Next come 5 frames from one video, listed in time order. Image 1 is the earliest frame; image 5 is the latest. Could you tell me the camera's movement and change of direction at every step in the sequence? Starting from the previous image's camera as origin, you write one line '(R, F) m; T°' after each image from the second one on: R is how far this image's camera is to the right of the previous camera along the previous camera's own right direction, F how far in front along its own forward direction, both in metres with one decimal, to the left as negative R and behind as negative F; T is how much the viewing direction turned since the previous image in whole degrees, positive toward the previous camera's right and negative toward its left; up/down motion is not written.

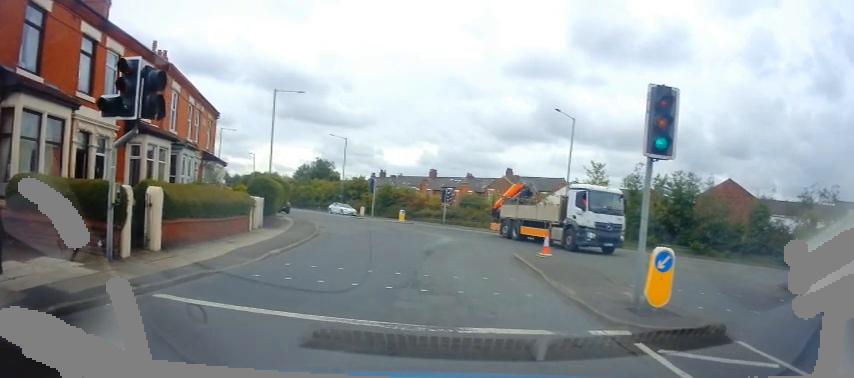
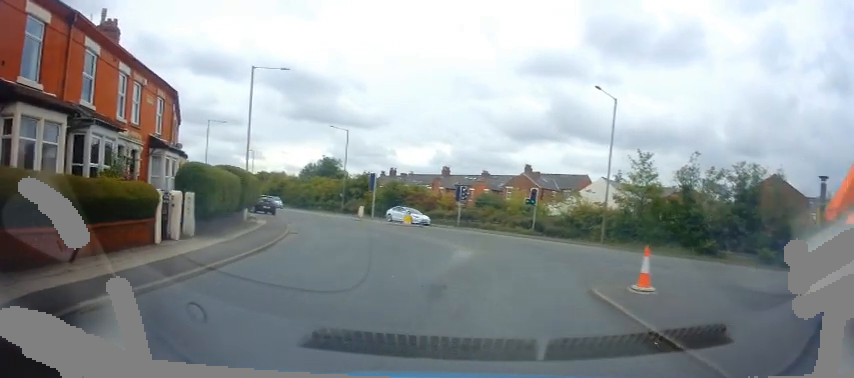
(+0.1, +7.8) m; +4°
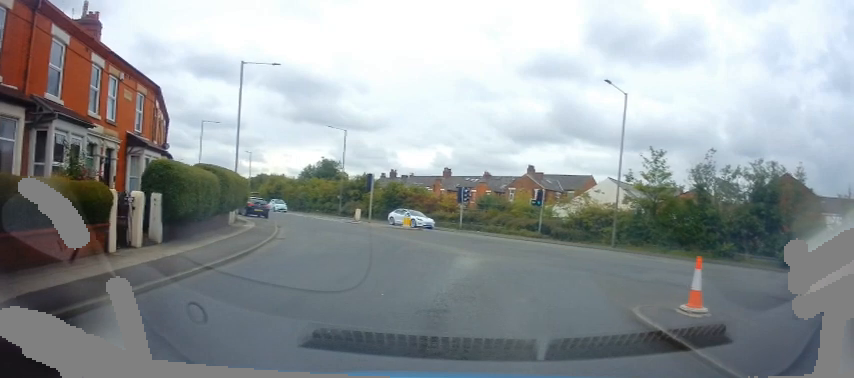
(-0.1, +1.9) m; +3°
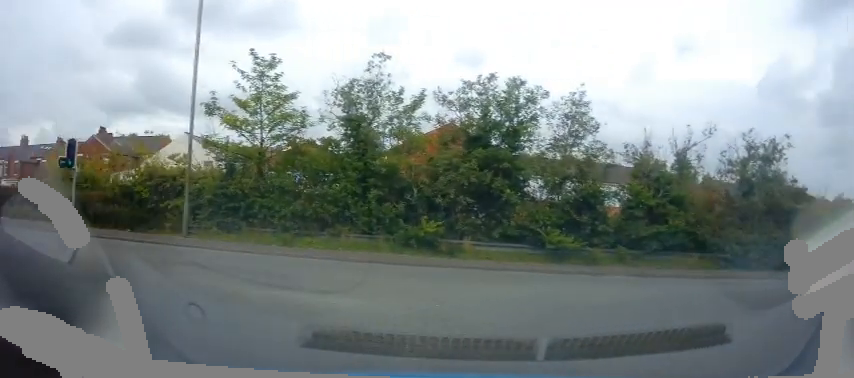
(+6.4, +12.7) m; +65°
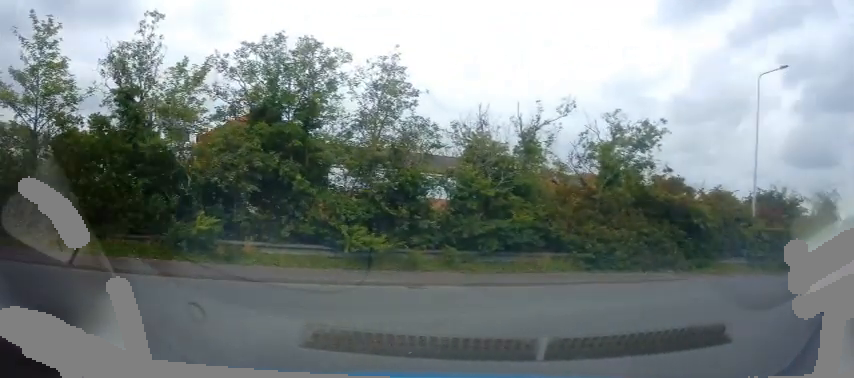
(+0.8, +3.2) m; +22°
